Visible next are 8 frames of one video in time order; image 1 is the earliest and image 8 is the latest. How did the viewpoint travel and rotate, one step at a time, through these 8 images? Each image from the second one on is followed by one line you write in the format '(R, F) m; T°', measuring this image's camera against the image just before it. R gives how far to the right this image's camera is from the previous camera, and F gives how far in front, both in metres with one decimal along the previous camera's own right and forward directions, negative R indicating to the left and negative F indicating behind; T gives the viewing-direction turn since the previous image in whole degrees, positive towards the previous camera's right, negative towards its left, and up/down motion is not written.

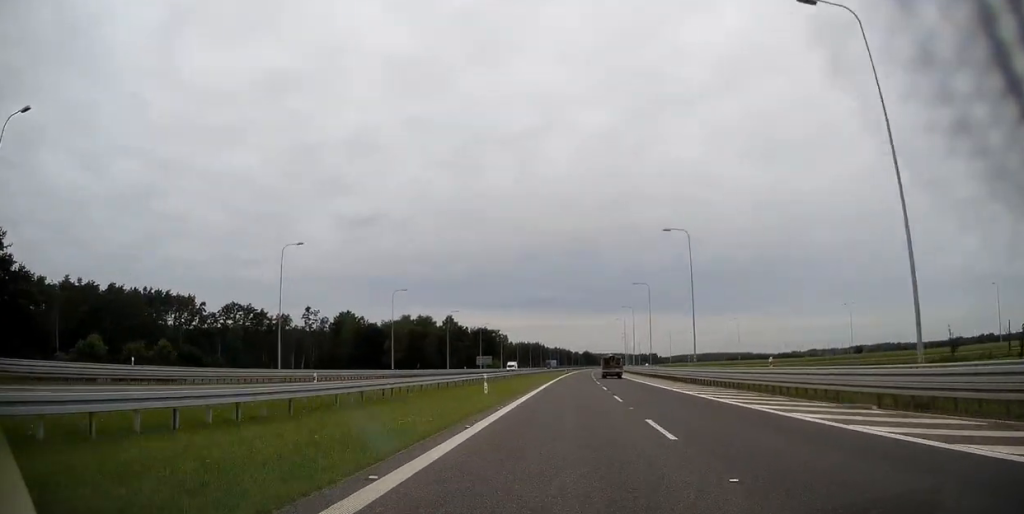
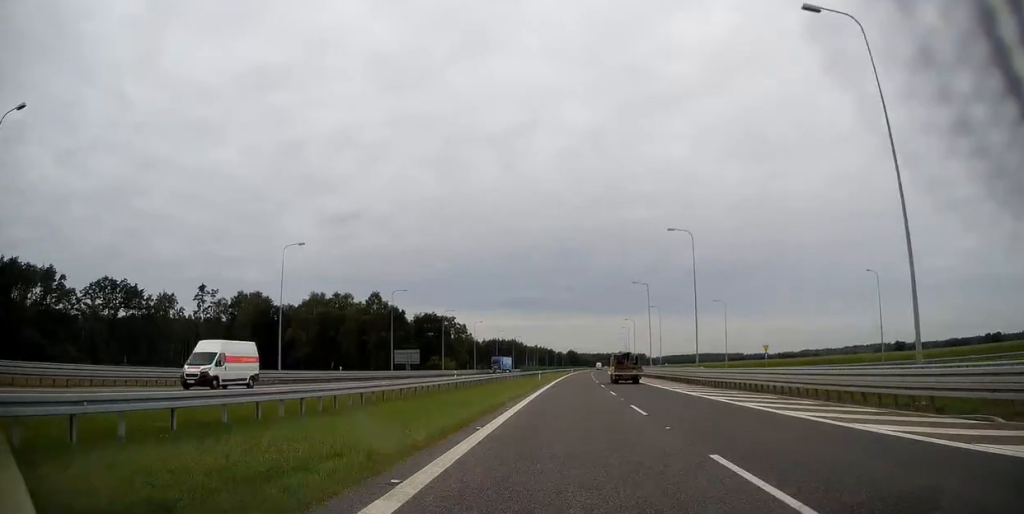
(+0.3, +66.3) m; +1°
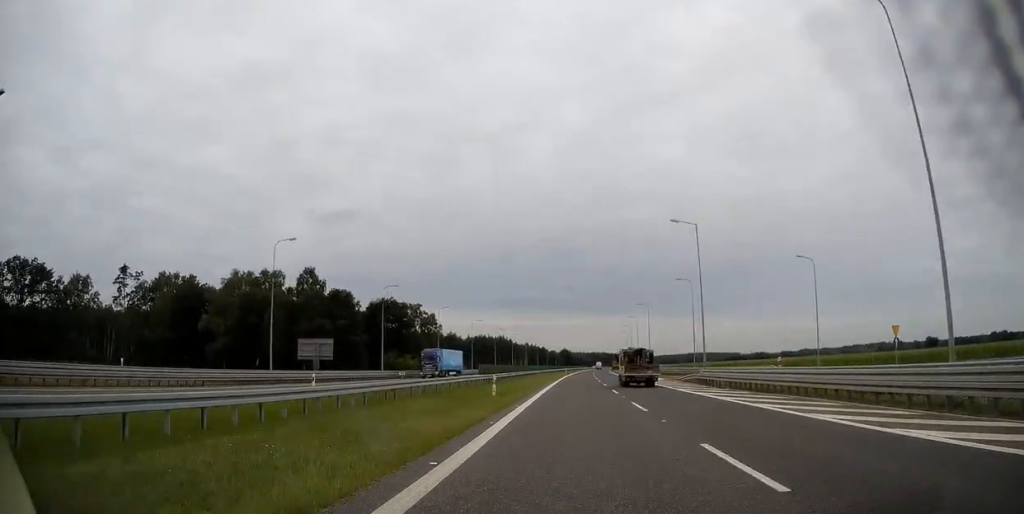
(+0.2, +34.8) m; +1°
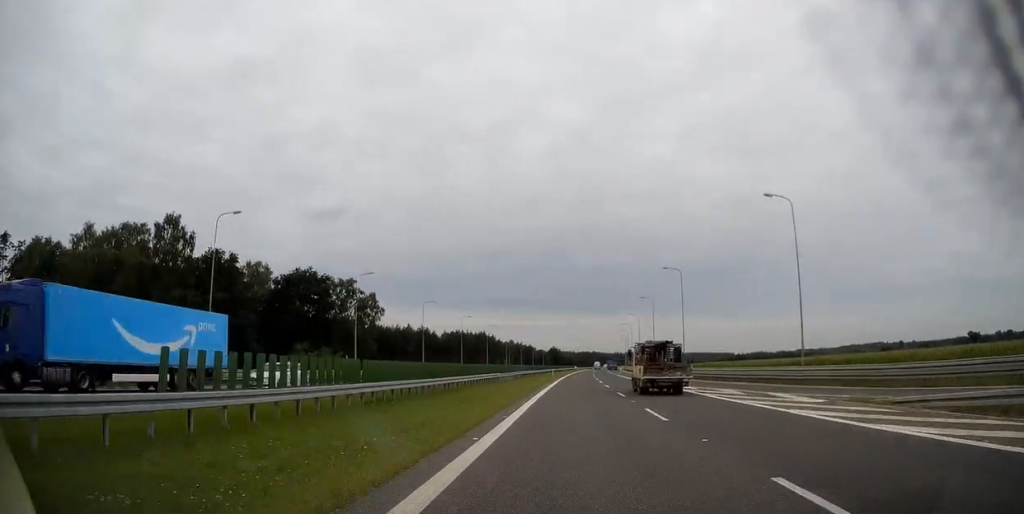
(+0.4, +39.5) m; +1°
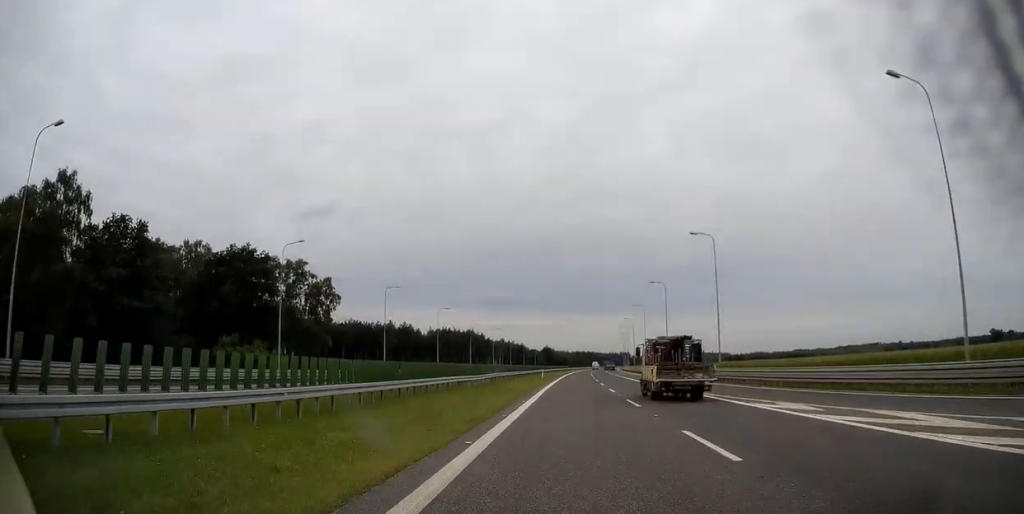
(+0.1, +17.4) m; 0°
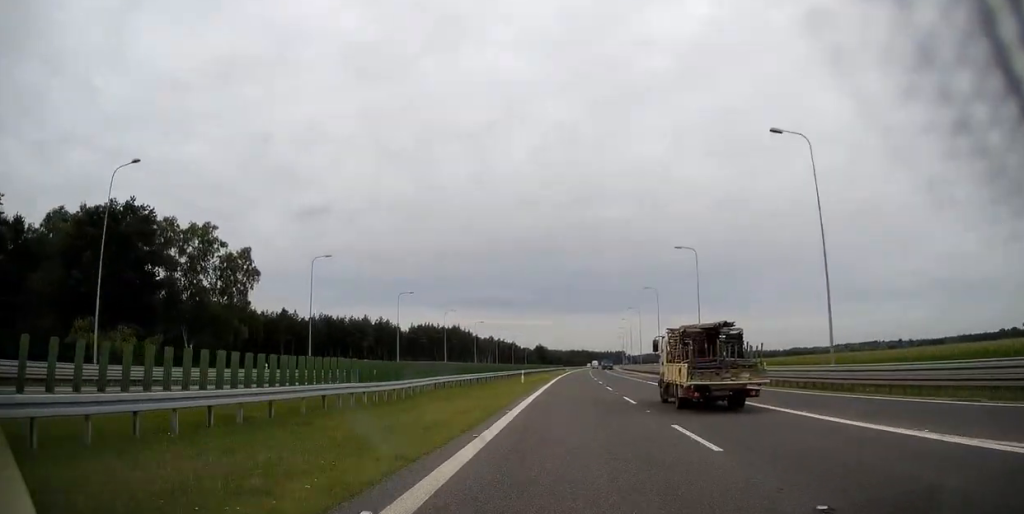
(+0.1, +23.2) m; +1°
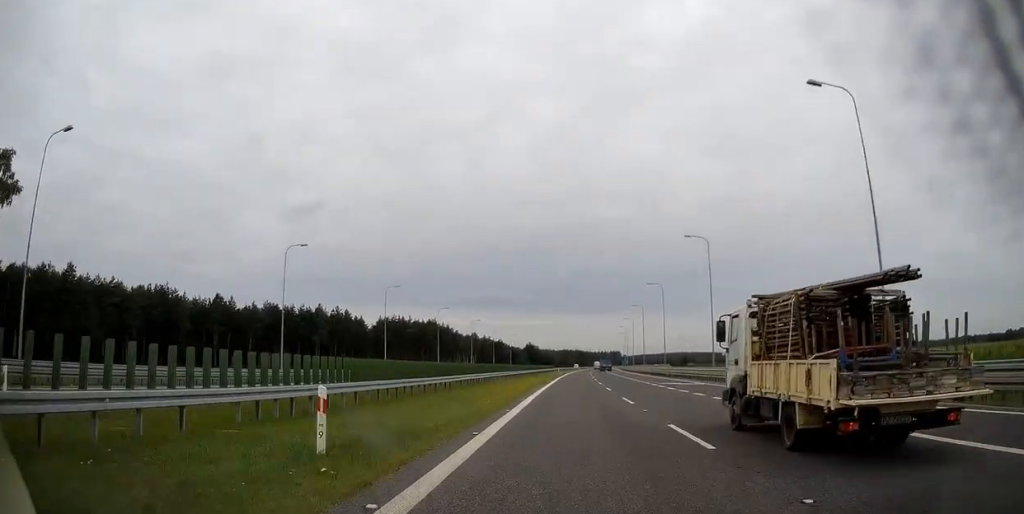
(+0.3, +35.9) m; +1°
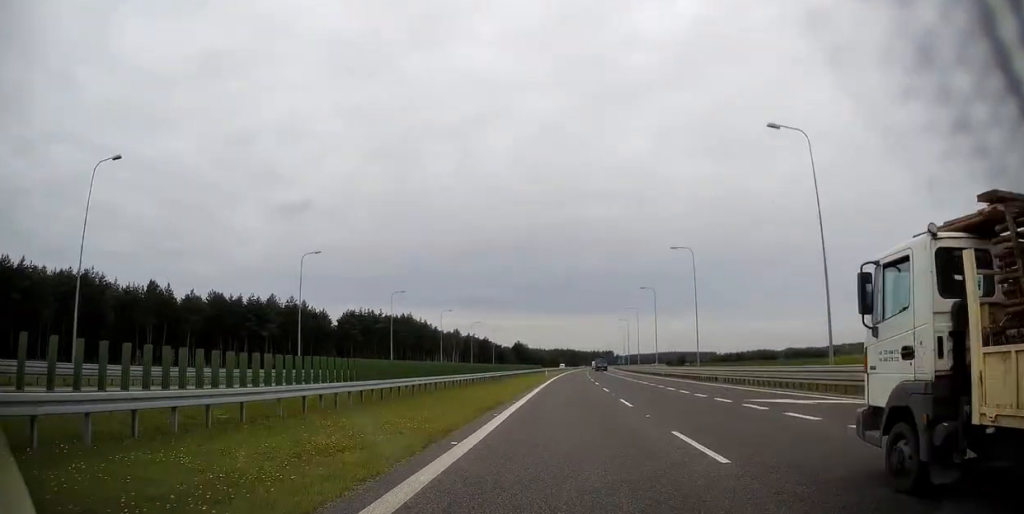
(+0.3, +25.5) m; 0°
